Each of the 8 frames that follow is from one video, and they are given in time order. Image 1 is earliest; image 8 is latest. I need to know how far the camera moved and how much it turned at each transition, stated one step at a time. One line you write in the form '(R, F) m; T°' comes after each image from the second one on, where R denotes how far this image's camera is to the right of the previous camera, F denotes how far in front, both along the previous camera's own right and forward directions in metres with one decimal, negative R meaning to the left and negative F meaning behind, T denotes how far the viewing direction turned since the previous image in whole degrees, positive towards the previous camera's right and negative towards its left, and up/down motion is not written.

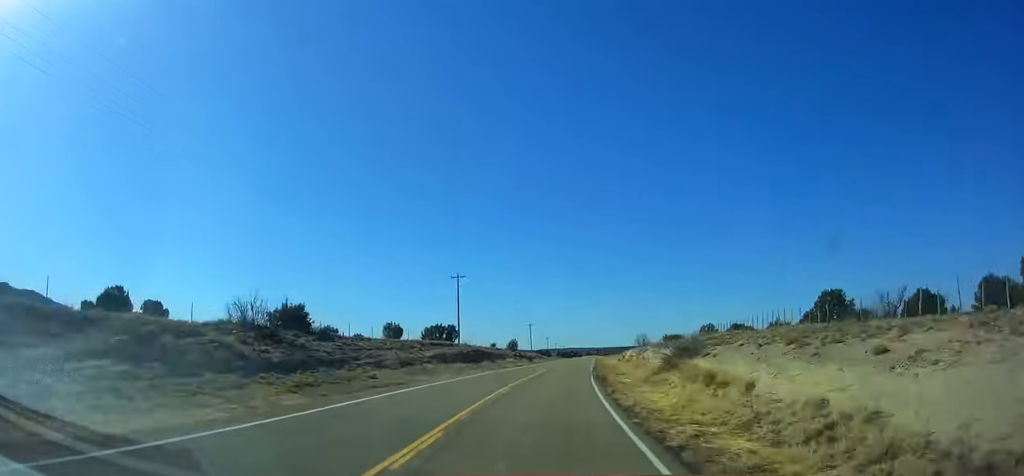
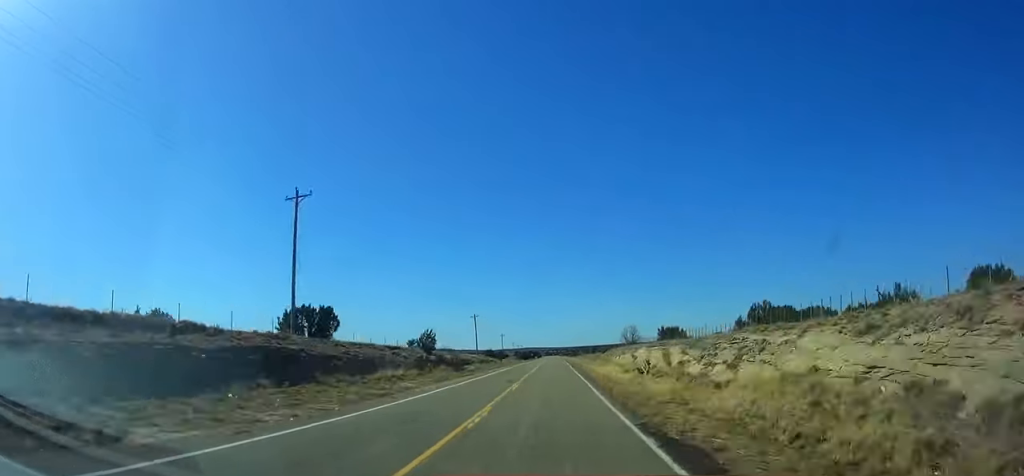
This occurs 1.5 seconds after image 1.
(+3.2, +44.3) m; +3°
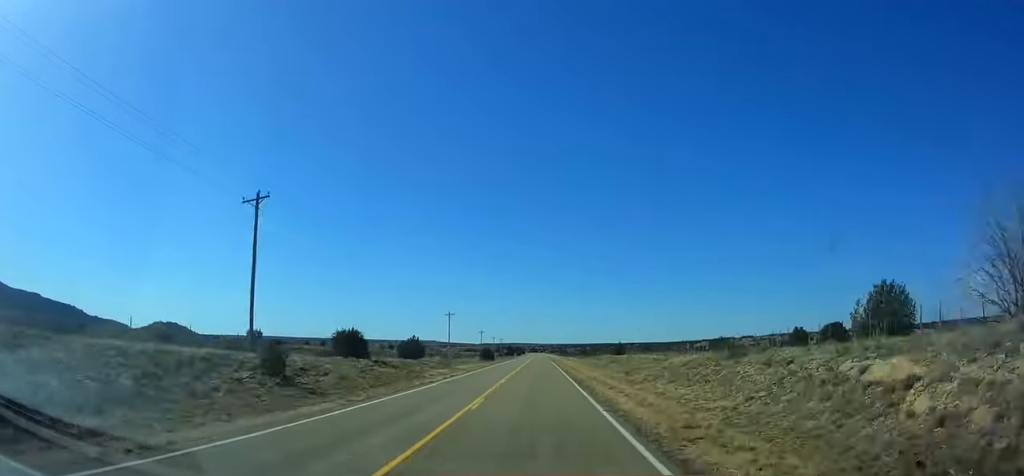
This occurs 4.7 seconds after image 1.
(+4.8, +95.5) m; +3°
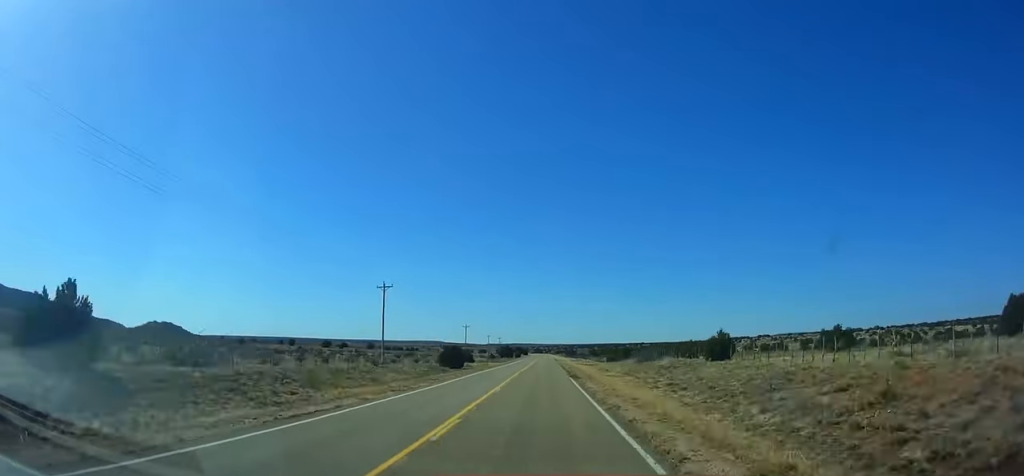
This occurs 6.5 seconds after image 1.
(+0.4, +54.6) m; 0°
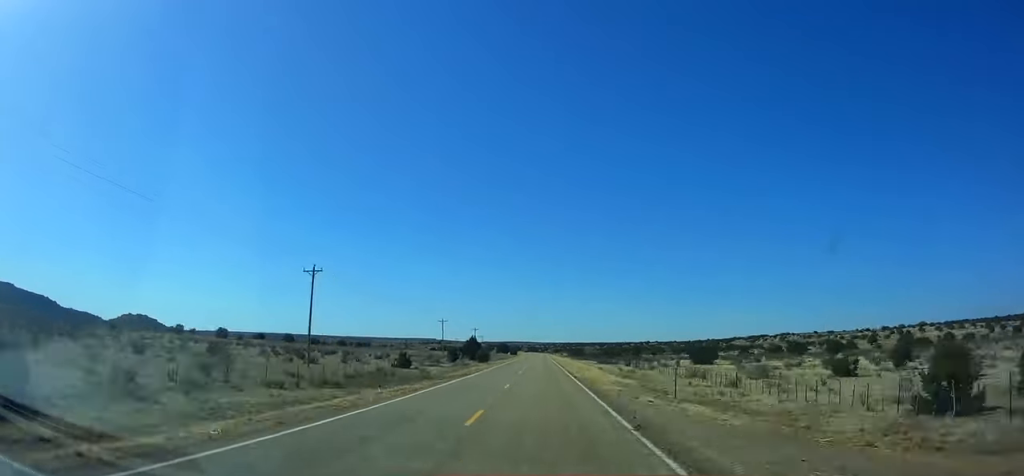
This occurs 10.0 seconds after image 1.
(0.0, +107.9) m; 0°
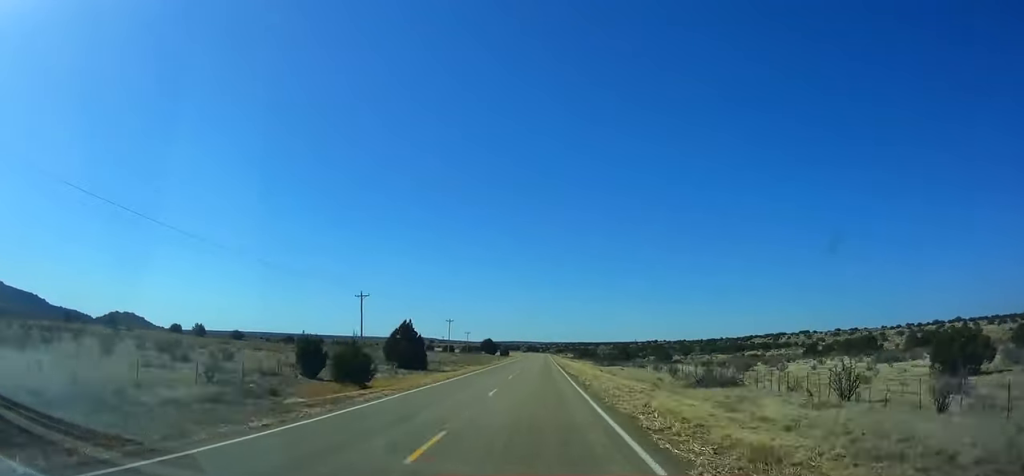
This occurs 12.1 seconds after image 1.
(-0.1, +65.6) m; 0°
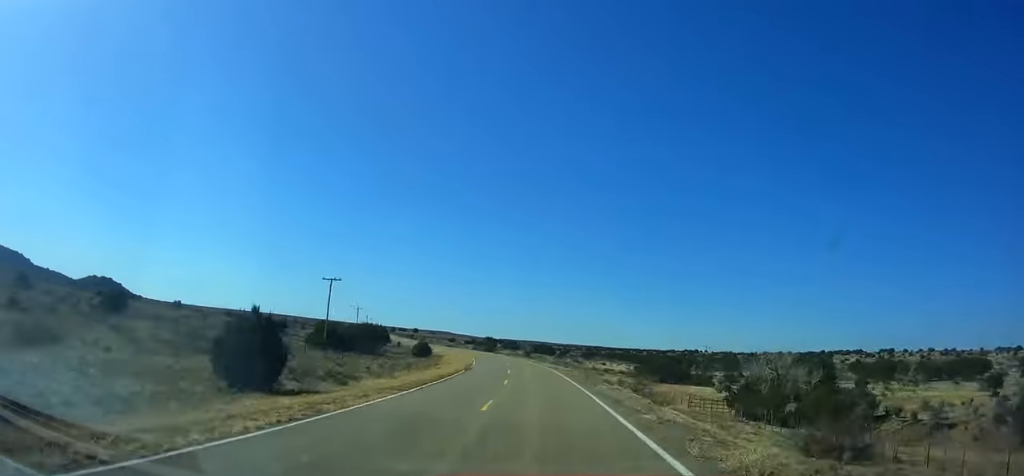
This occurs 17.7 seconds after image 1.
(-0.4, +176.9) m; -3°
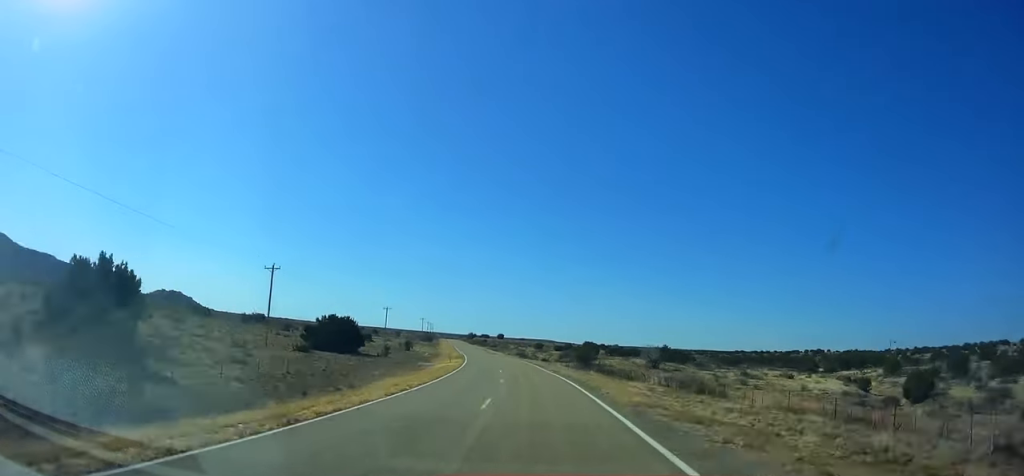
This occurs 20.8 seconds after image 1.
(-5.3, +98.3) m; -8°
